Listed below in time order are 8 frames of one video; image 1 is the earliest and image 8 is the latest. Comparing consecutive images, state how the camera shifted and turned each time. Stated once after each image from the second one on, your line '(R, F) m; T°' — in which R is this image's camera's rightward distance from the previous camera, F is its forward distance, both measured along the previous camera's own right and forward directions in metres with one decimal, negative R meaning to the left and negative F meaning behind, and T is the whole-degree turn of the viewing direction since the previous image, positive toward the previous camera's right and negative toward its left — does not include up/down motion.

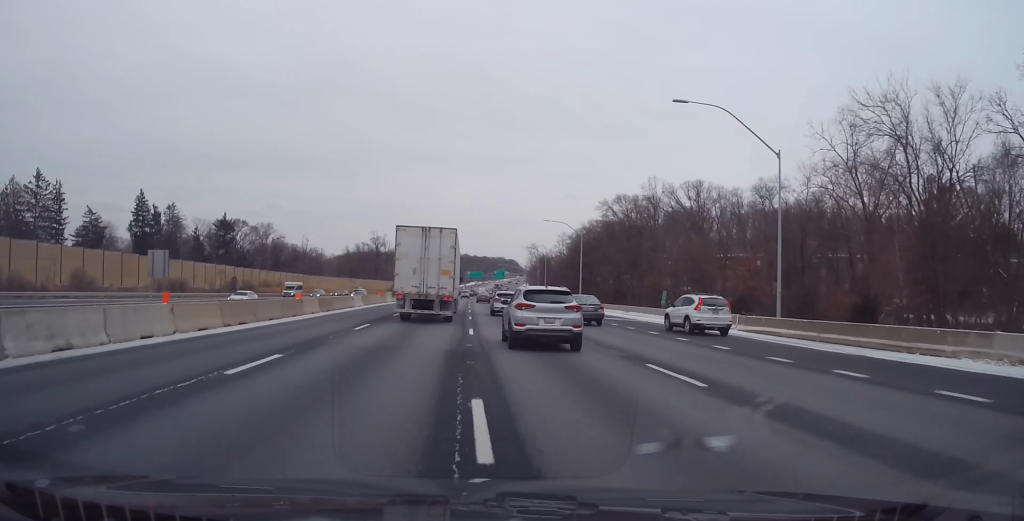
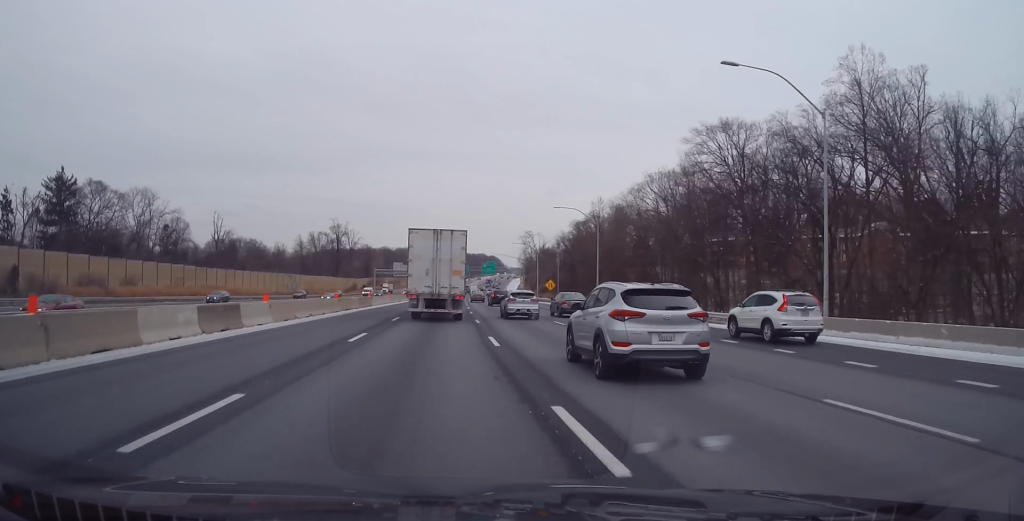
(+0.9, +65.4) m; +1°
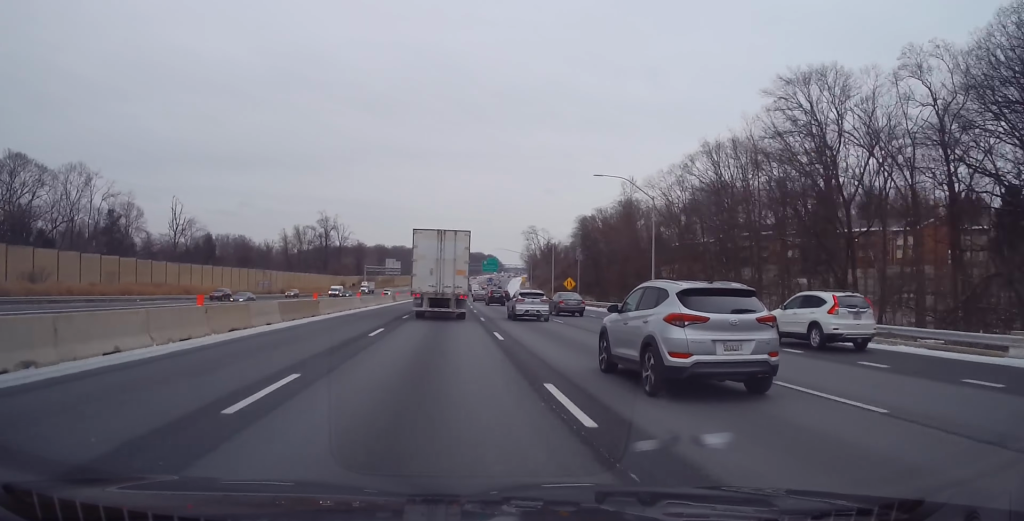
(0.0, +22.7) m; 0°
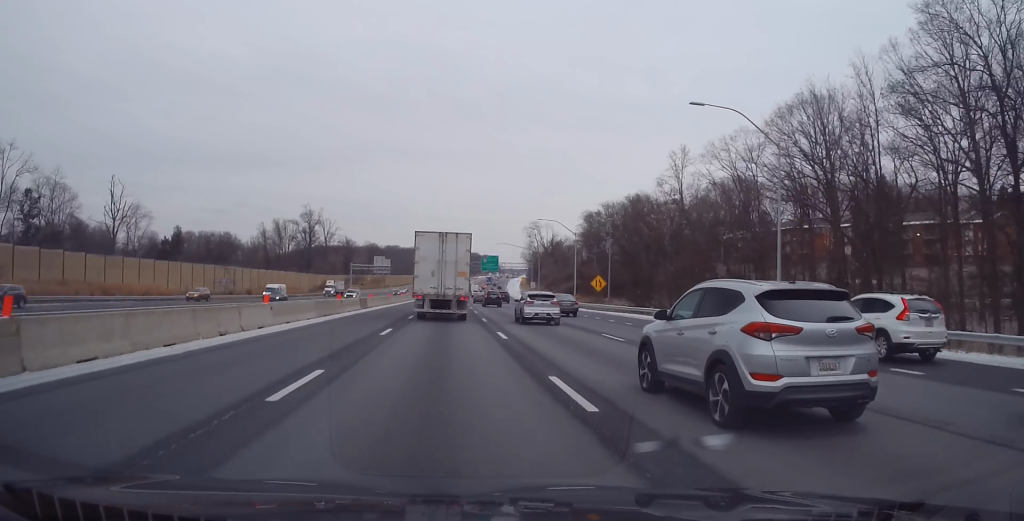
(+0.1, +23.8) m; 0°
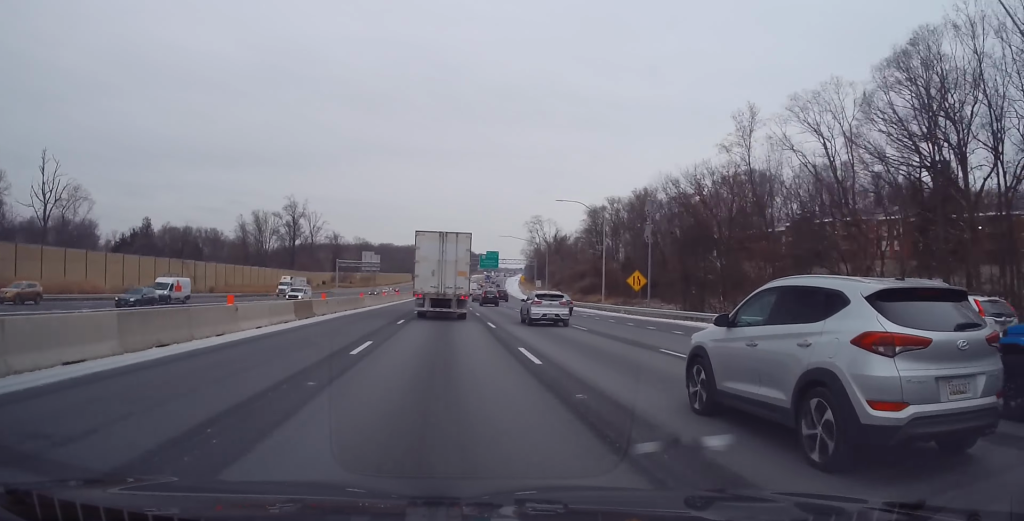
(+0.2, +18.0) m; 0°
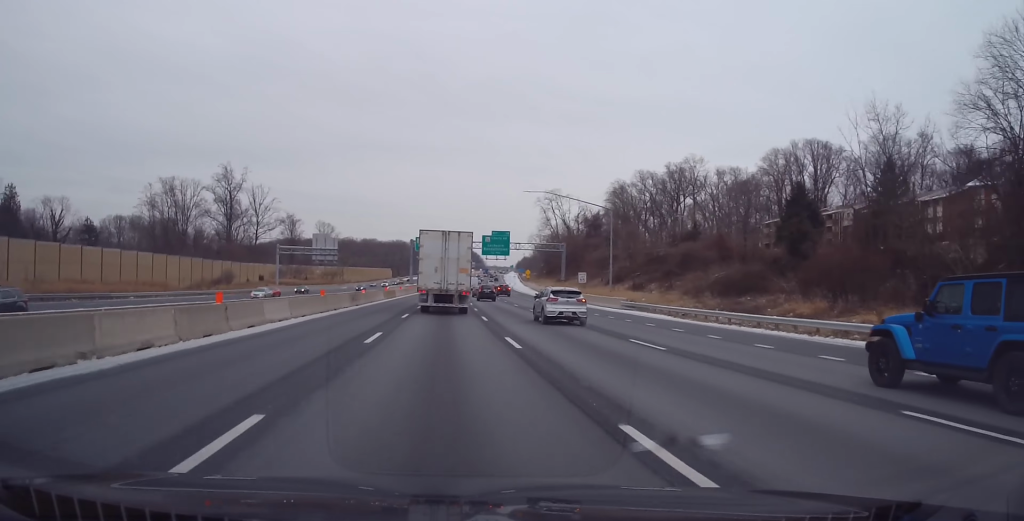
(+0.2, +60.3) m; +1°
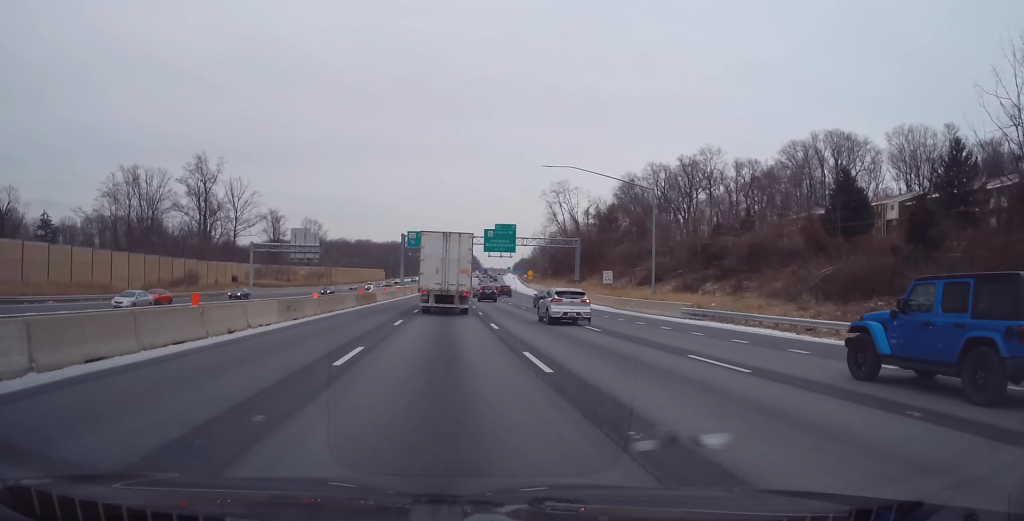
(+0.3, +16.5) m; +1°
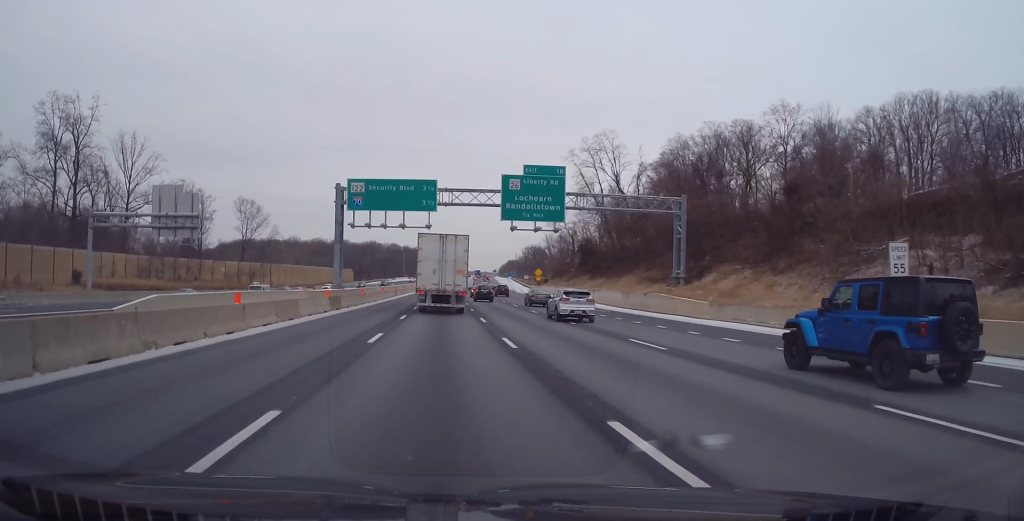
(+0.5, +54.4) m; +1°
